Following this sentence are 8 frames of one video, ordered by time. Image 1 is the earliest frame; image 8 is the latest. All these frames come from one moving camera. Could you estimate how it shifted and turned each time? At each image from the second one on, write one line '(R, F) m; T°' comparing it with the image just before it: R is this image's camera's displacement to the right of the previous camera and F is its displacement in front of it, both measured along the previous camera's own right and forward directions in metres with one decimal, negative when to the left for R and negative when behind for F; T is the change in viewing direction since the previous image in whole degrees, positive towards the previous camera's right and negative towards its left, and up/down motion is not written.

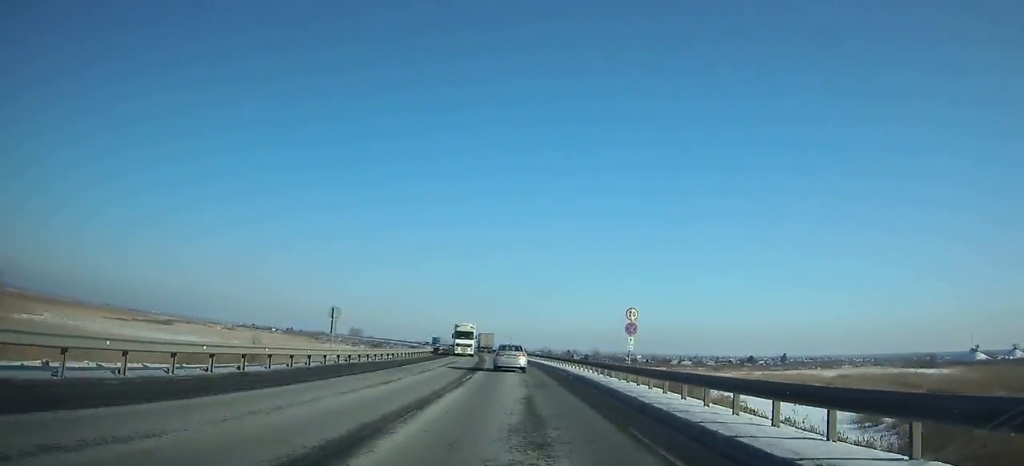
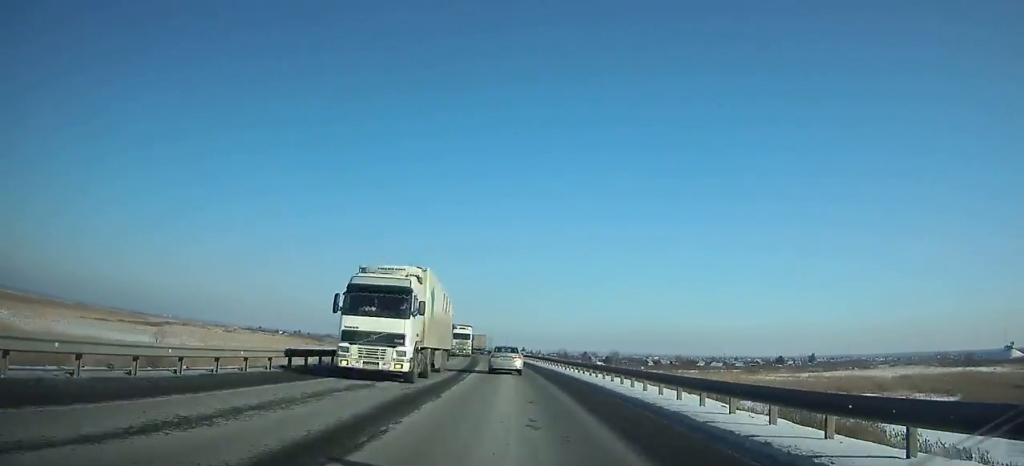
(+0.2, +29.4) m; -2°
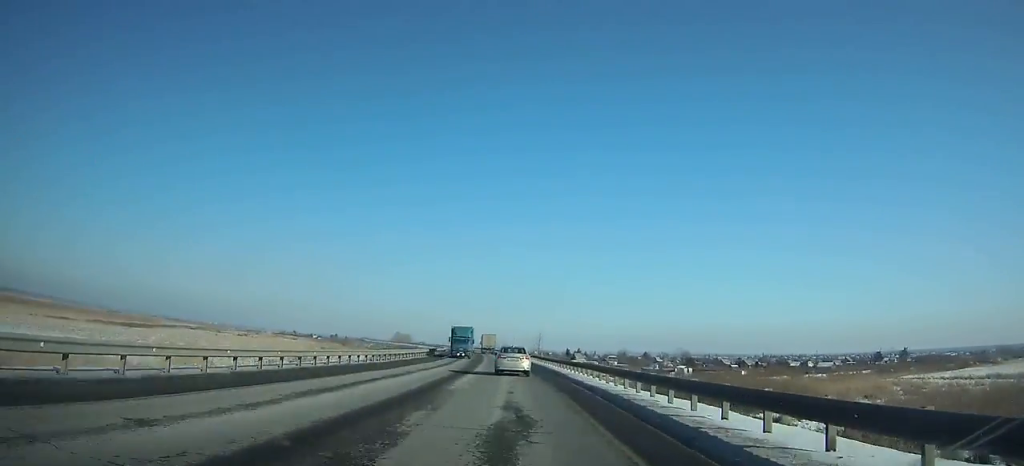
(-2.7, +67.7) m; -5°
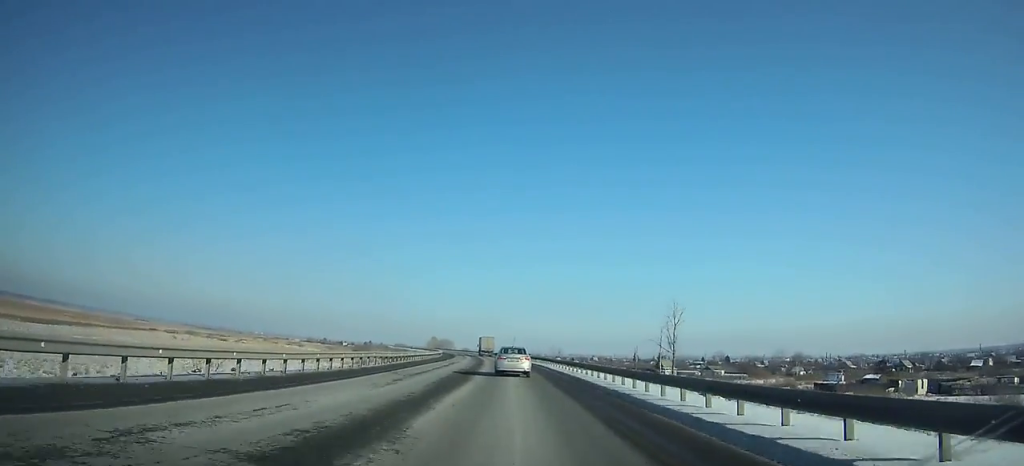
(-5.9, +100.9) m; -5°
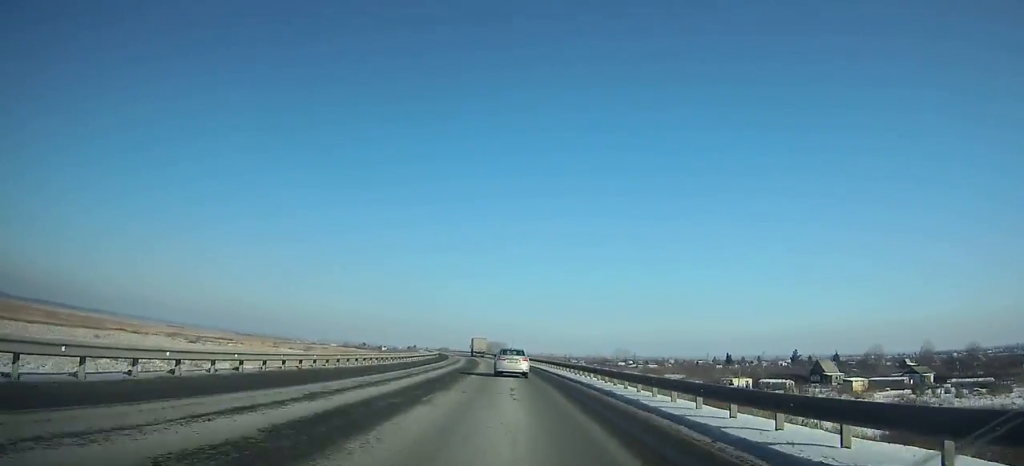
(-3.5, +96.0) m; -5°
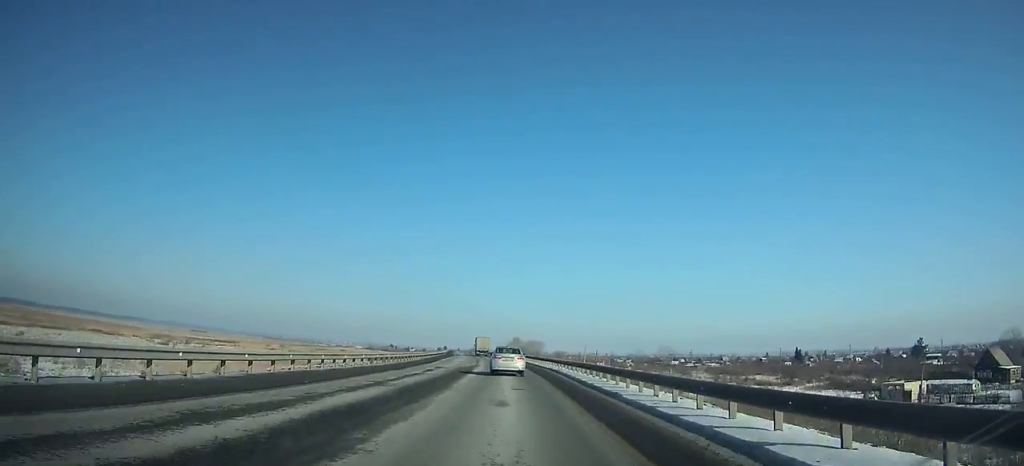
(-1.7, +51.1) m; -3°
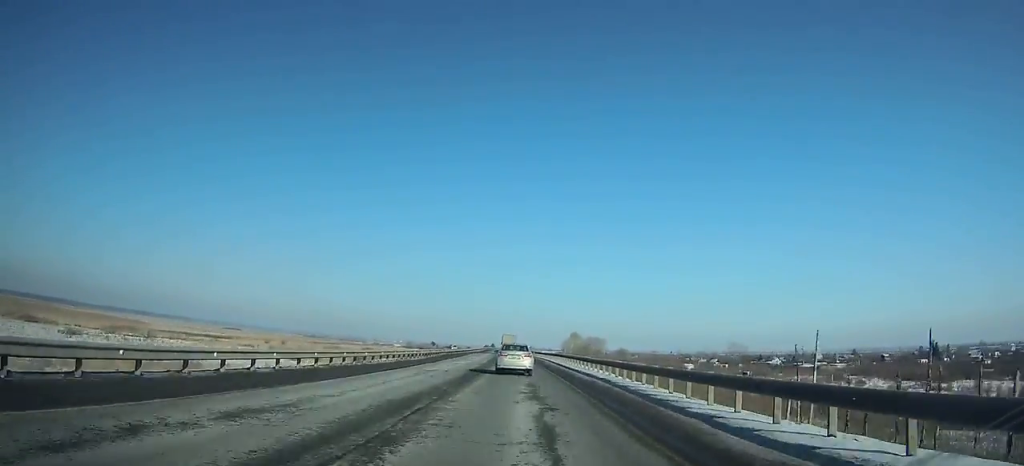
(-3.4, +79.5) m; -4°
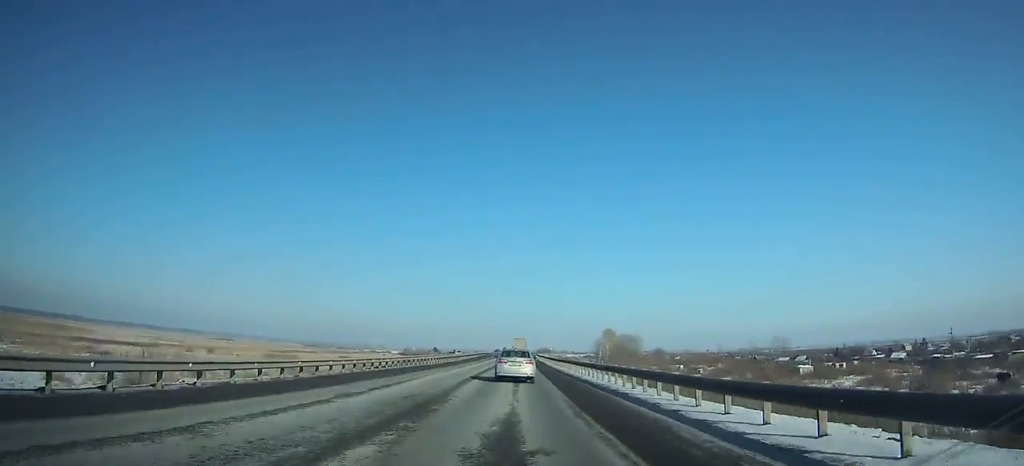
(-2.4, +92.2) m; -2°
